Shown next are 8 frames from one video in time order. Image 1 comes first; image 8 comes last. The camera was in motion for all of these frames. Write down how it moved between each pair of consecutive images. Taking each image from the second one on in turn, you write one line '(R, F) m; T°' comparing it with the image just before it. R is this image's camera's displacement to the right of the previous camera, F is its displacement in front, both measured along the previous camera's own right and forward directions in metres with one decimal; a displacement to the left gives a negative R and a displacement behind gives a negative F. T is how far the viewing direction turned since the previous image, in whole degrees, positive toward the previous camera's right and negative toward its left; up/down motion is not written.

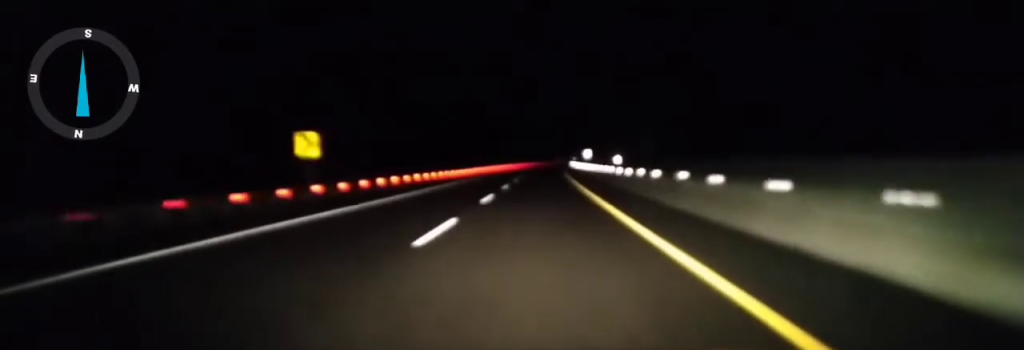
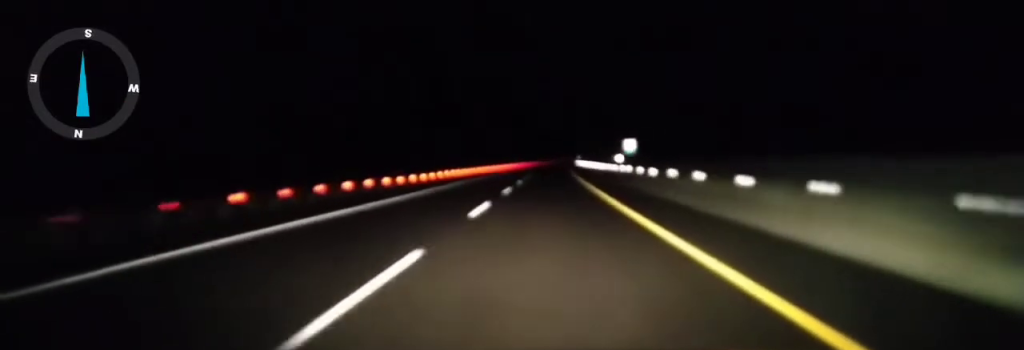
(-0.5, +32.6) m; 0°
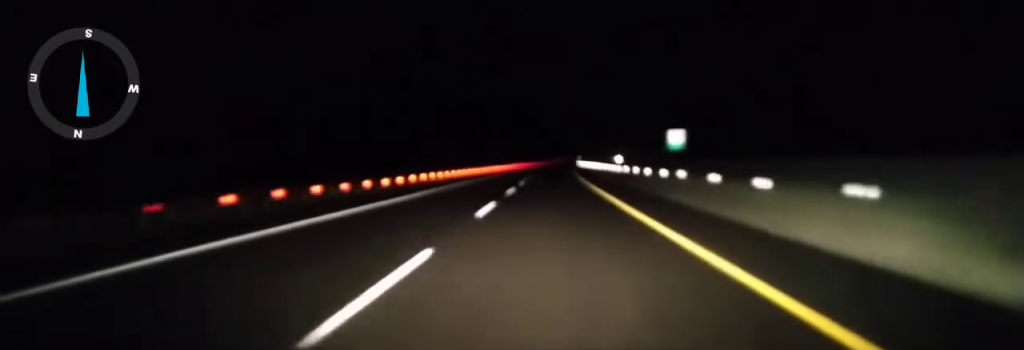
(+0.1, +12.9) m; 0°
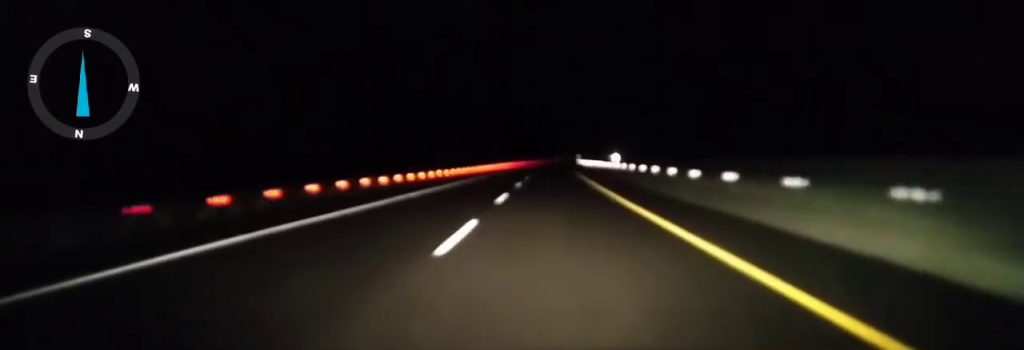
(+0.1, +20.9) m; +1°
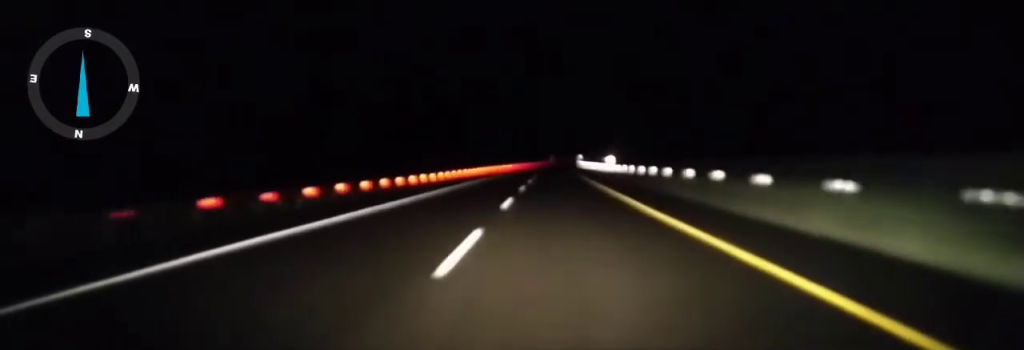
(+0.5, +42.0) m; +1°
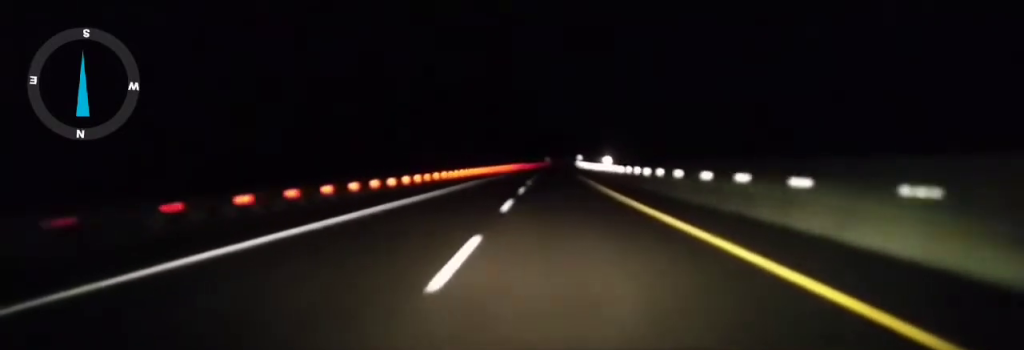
(0.0, +14.1) m; 0°
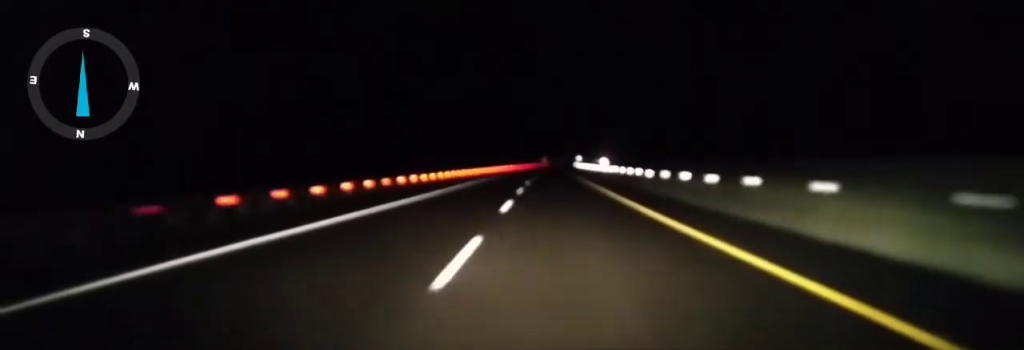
(-0.1, +12.1) m; 0°
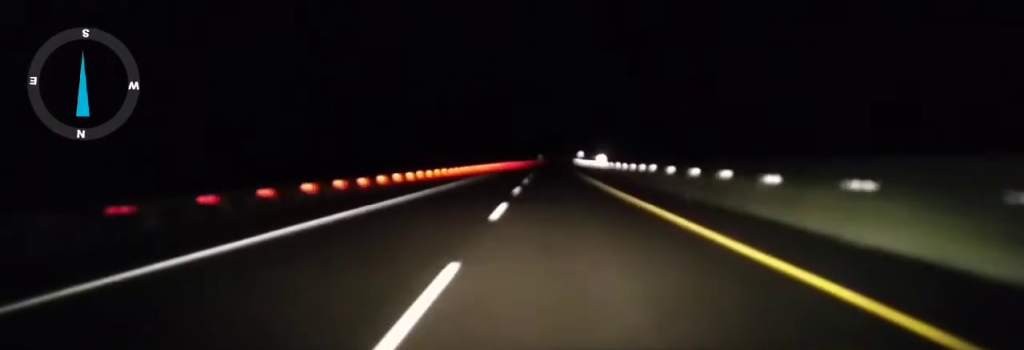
(0.0, +17.2) m; 0°
